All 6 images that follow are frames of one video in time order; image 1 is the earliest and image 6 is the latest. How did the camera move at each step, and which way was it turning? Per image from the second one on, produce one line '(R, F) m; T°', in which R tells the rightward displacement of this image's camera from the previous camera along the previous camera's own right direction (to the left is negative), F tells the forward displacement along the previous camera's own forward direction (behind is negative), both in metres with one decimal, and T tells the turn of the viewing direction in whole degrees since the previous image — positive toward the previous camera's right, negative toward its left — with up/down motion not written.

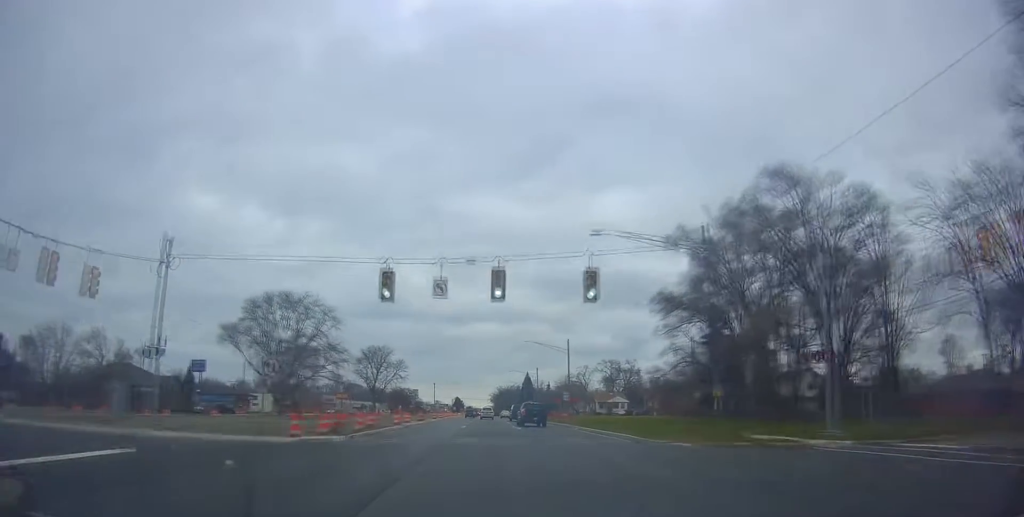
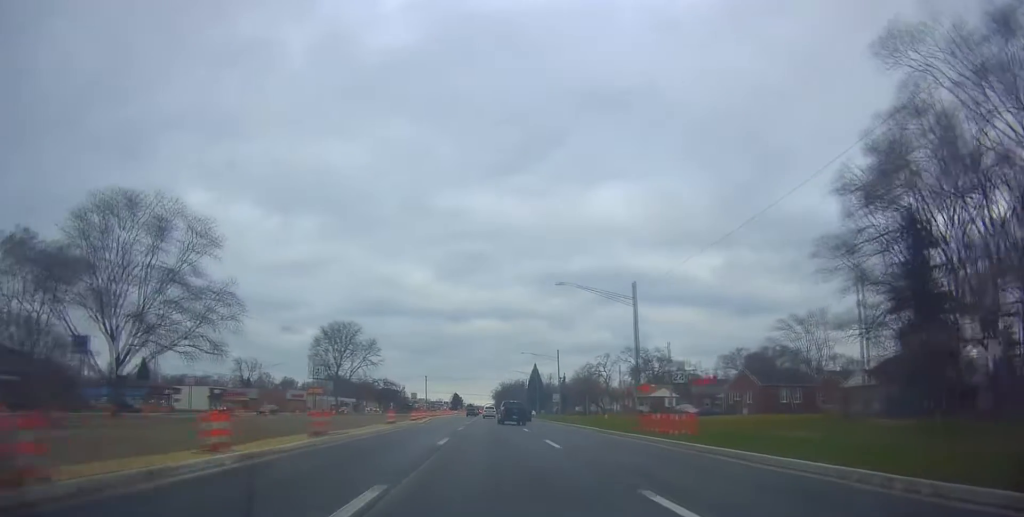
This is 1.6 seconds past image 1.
(-1.1, +35.5) m; -1°
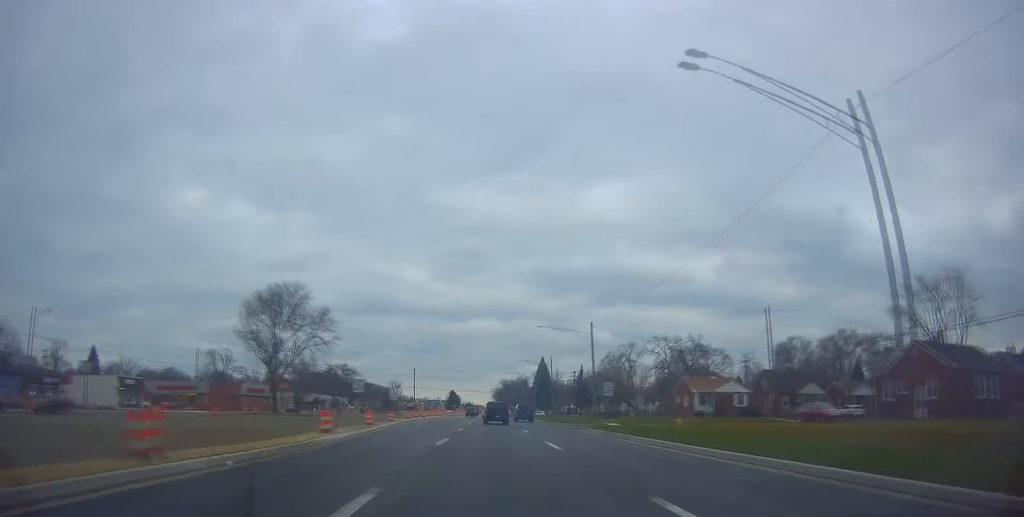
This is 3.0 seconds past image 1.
(+0.7, +30.0) m; +1°
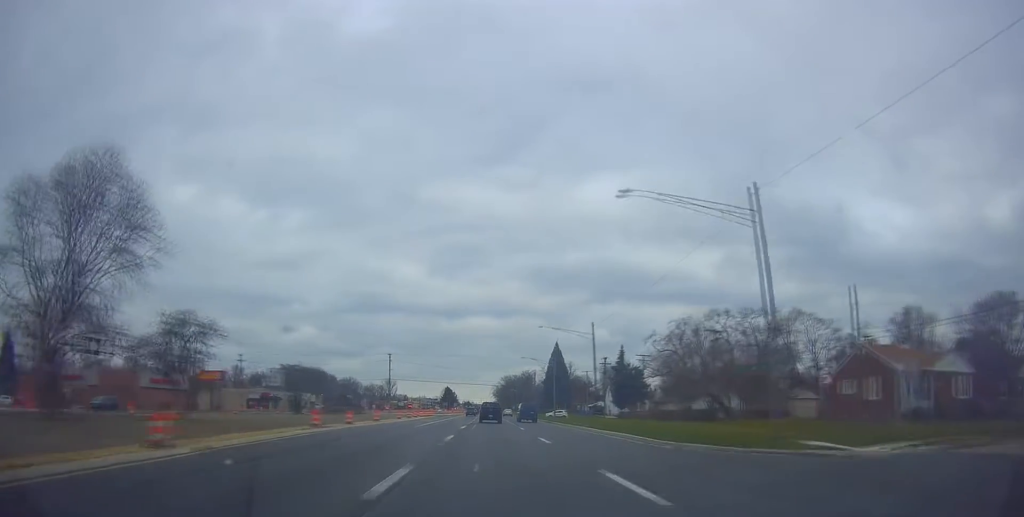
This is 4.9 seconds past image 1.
(-1.3, +41.1) m; -1°
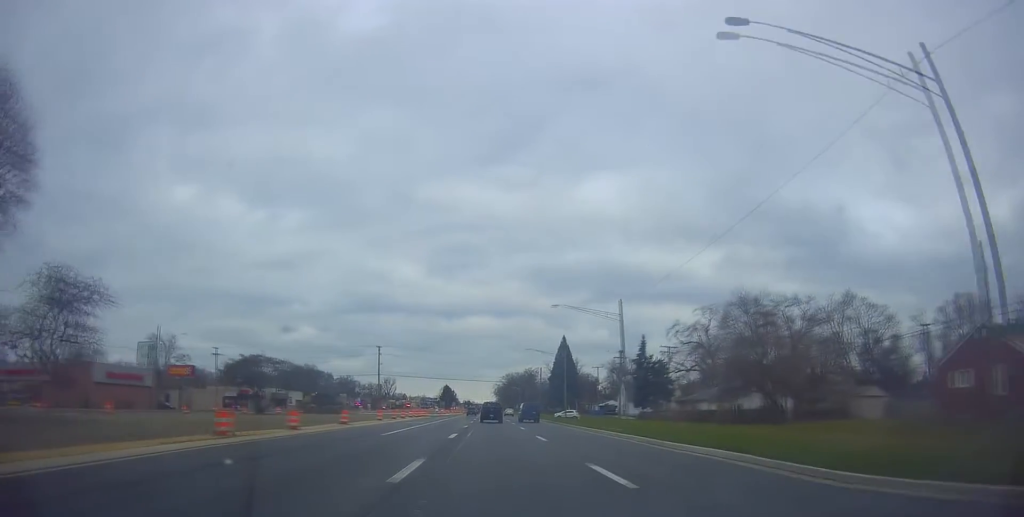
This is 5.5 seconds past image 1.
(+0.5, +13.1) m; 0°
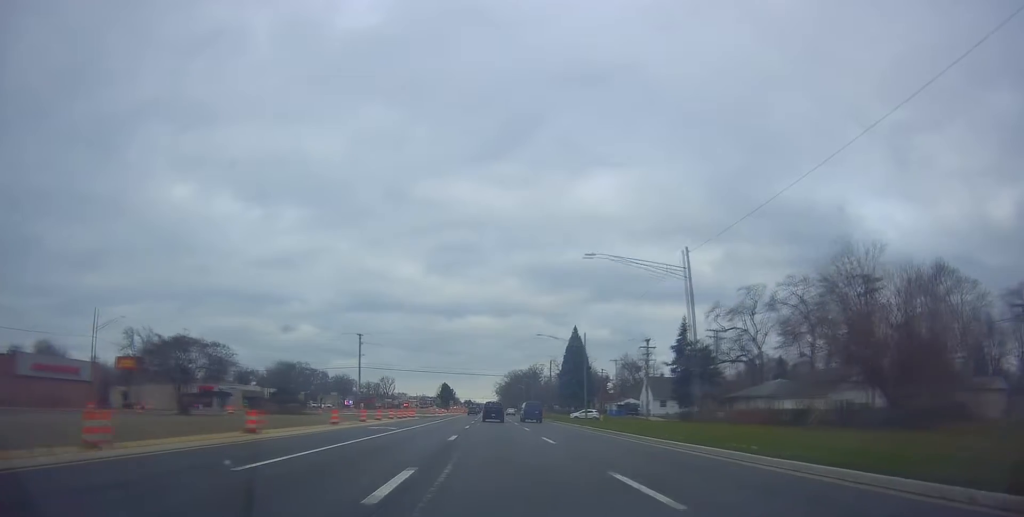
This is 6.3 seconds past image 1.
(-0.1, +17.3) m; 0°
